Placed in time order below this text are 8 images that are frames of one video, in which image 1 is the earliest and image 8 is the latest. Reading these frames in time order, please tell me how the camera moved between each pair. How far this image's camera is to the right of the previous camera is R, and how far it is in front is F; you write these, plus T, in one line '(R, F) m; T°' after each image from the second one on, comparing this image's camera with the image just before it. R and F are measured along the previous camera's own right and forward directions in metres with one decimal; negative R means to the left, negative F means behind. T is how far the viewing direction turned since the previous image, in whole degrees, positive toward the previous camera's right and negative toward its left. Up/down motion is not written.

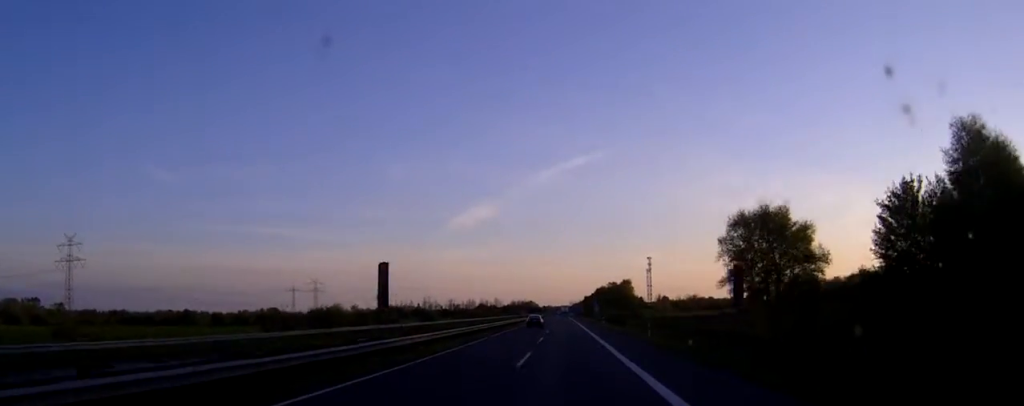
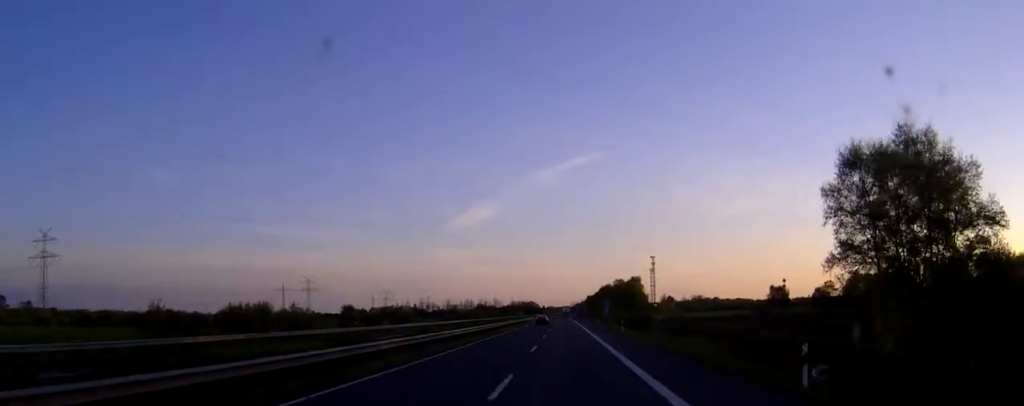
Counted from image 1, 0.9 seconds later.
(0.0, +27.1) m; 0°
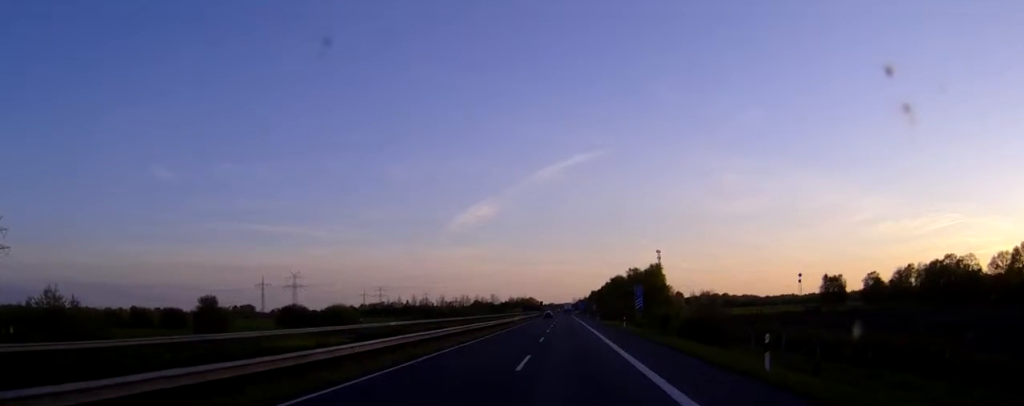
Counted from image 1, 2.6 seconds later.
(-0.1, +47.5) m; 0°
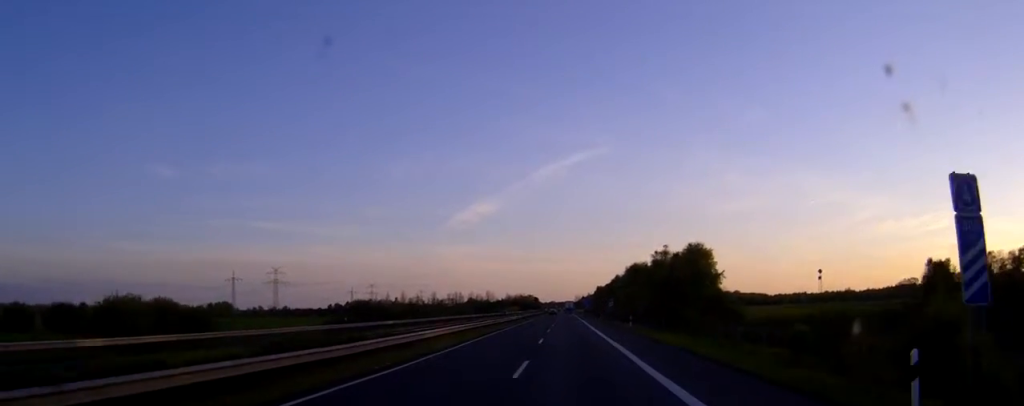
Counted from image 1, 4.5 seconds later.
(+0.1, +56.4) m; 0°
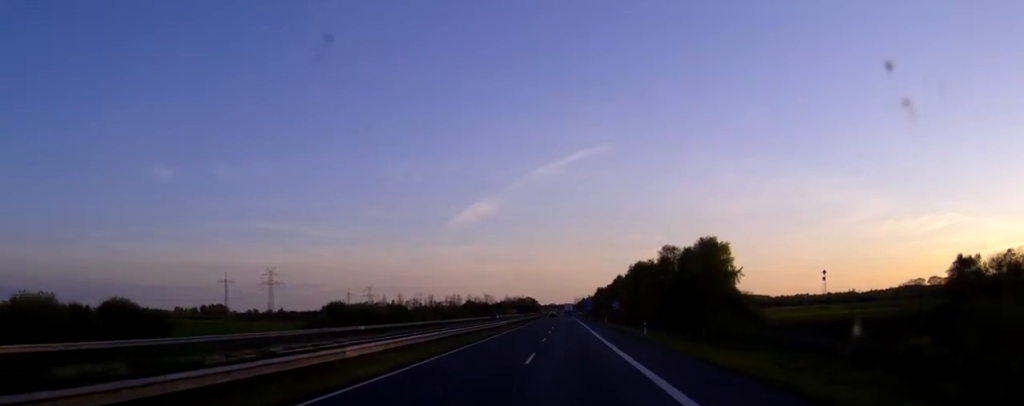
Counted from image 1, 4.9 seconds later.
(0.0, +11.6) m; 0°
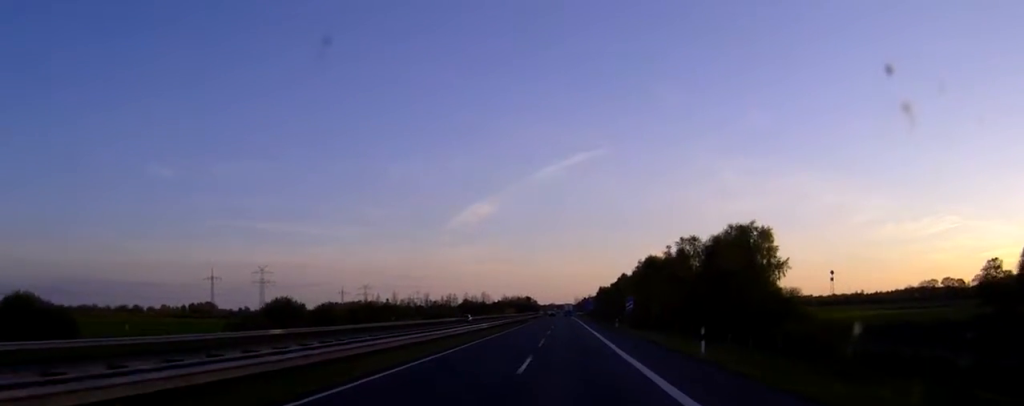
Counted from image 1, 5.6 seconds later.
(0.0, +21.3) m; 0°
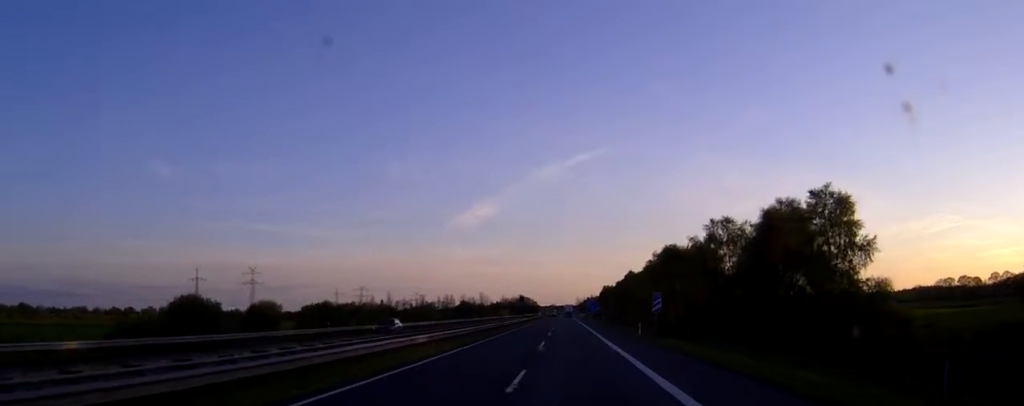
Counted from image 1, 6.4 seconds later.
(0.0, +23.3) m; 0°
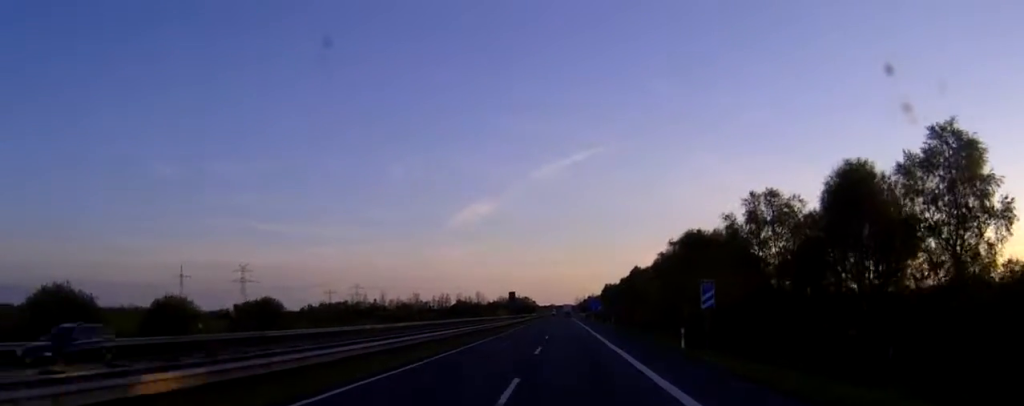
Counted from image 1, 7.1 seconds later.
(+0.1, +20.5) m; 0°
